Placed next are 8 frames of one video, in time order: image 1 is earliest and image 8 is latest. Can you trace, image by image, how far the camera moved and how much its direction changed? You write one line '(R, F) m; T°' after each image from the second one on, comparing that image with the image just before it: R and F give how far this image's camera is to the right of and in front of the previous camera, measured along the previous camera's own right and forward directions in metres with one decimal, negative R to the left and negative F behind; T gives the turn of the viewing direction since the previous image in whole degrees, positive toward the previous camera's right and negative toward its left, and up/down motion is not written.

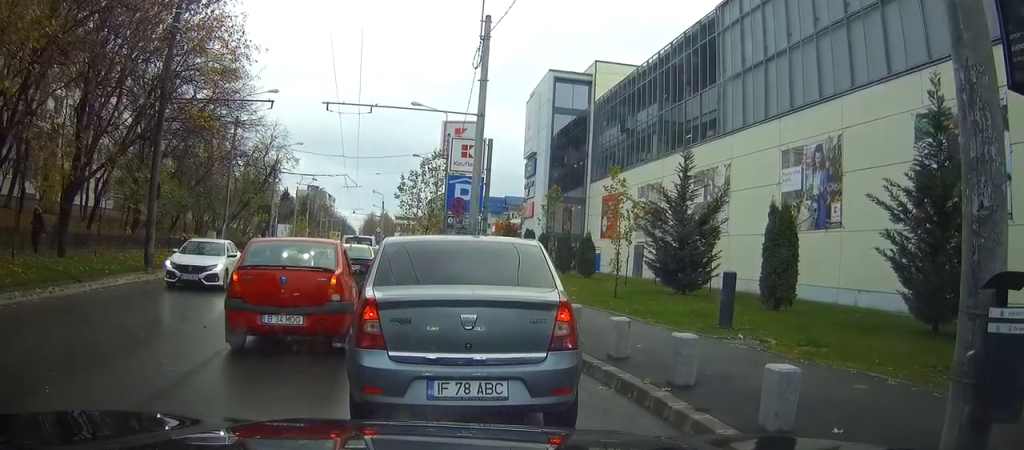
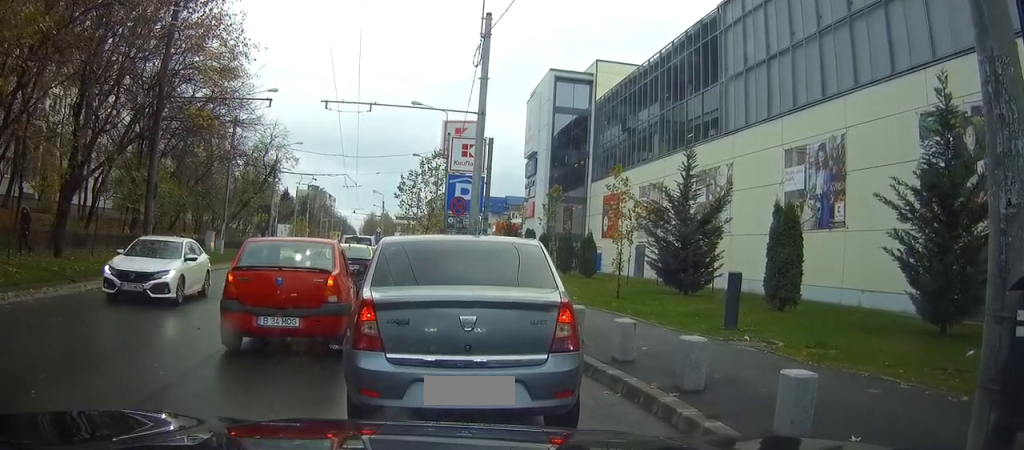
(0.0, +0.3) m; 0°
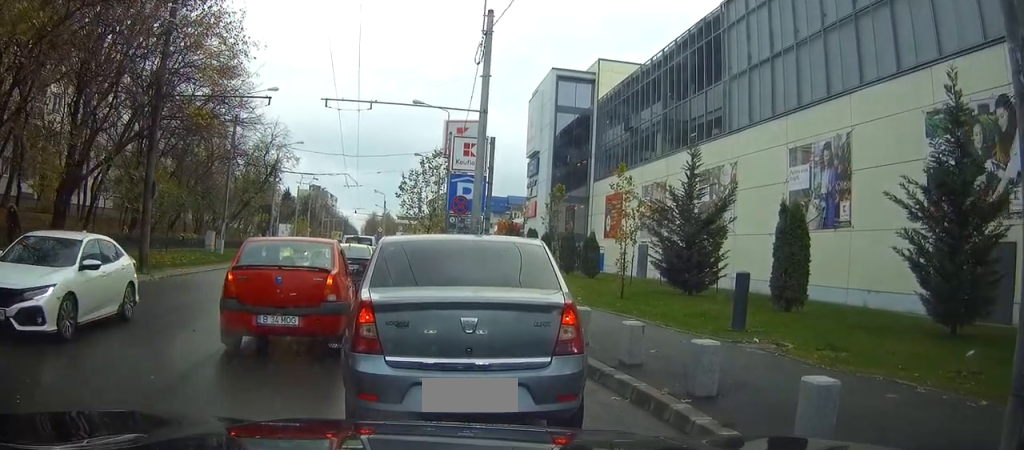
(0.0, +0.3) m; 0°
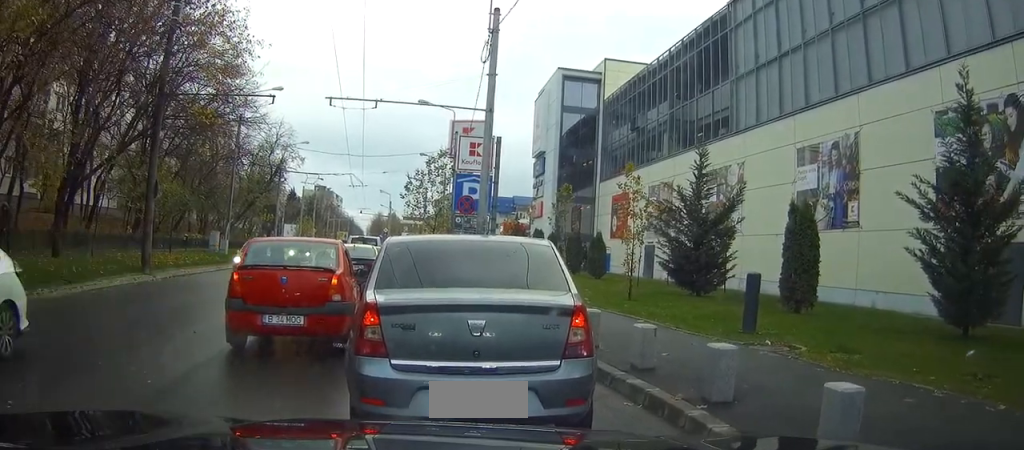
(0.0, +0.2) m; 0°
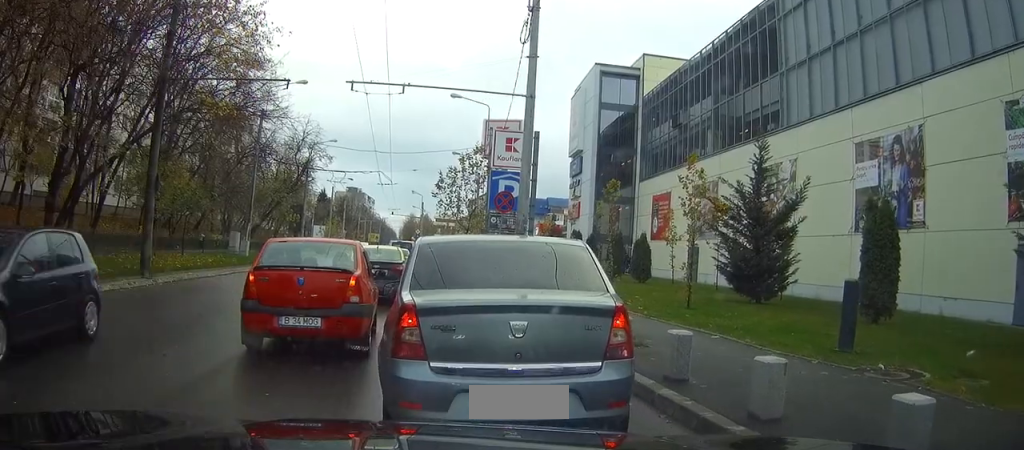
(-0.1, +1.5) m; 0°
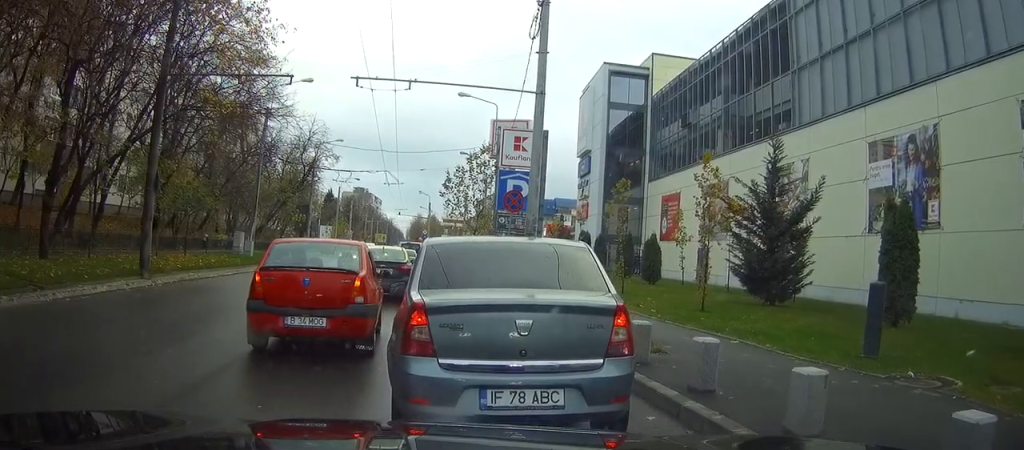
(0.0, +0.2) m; 0°
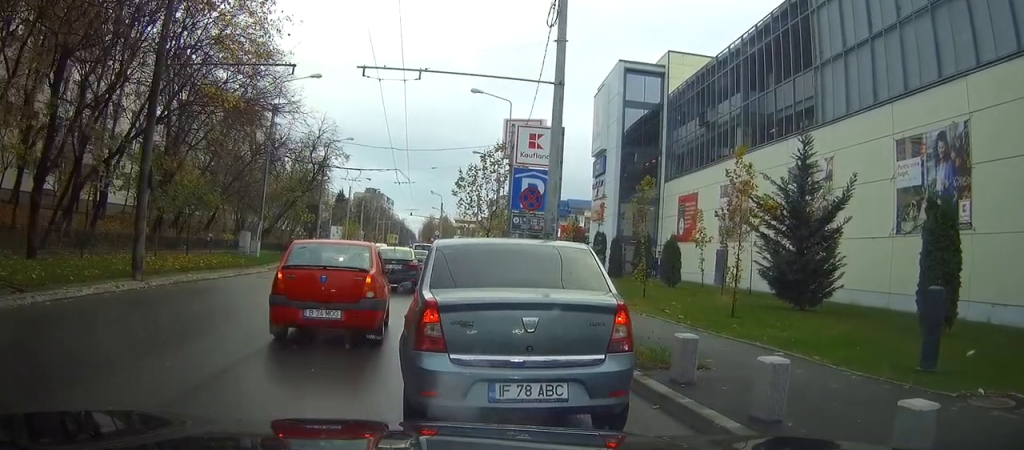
(-0.1, +0.4) m; 0°
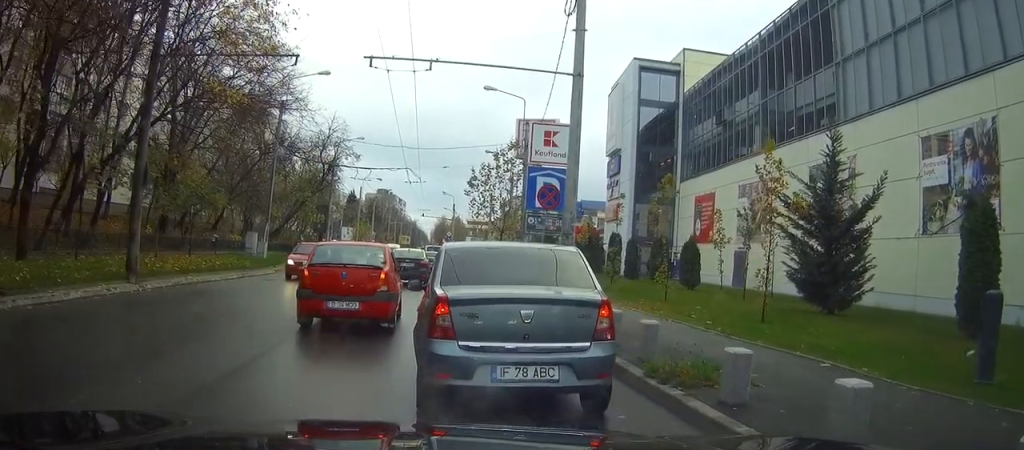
(-0.1, +0.4) m; 0°
